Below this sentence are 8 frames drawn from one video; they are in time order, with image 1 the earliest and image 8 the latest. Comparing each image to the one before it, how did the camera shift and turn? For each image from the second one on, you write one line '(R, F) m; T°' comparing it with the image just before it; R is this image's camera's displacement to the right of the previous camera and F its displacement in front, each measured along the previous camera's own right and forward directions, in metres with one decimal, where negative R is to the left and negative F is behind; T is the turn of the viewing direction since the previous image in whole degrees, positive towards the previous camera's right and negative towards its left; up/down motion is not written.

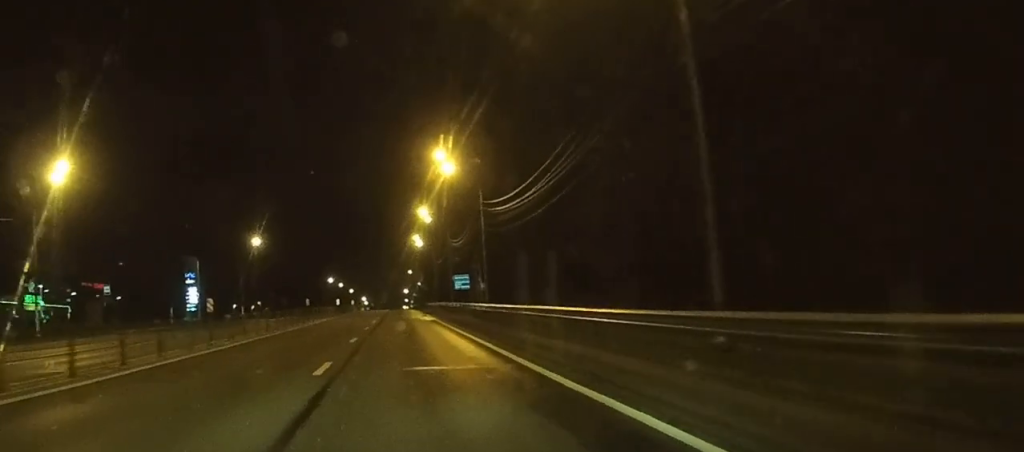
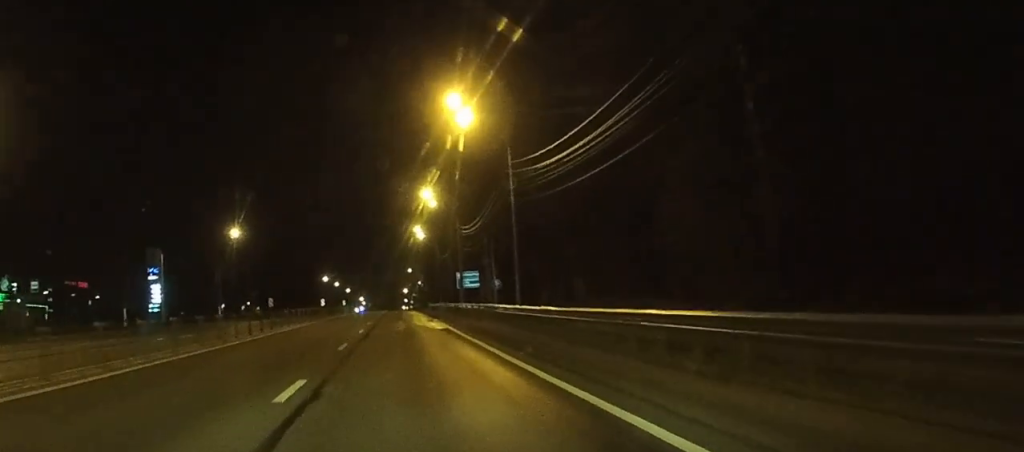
(0.0, +16.4) m; 0°
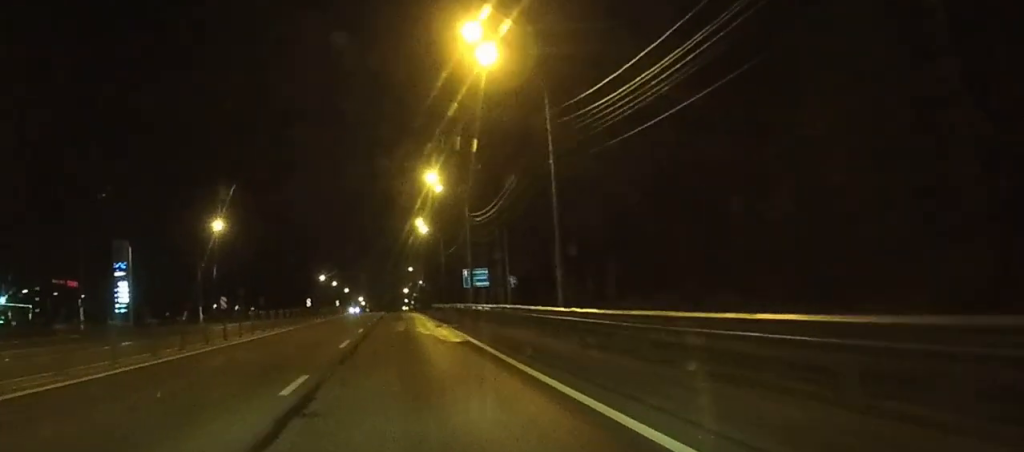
(0.0, +11.6) m; 0°
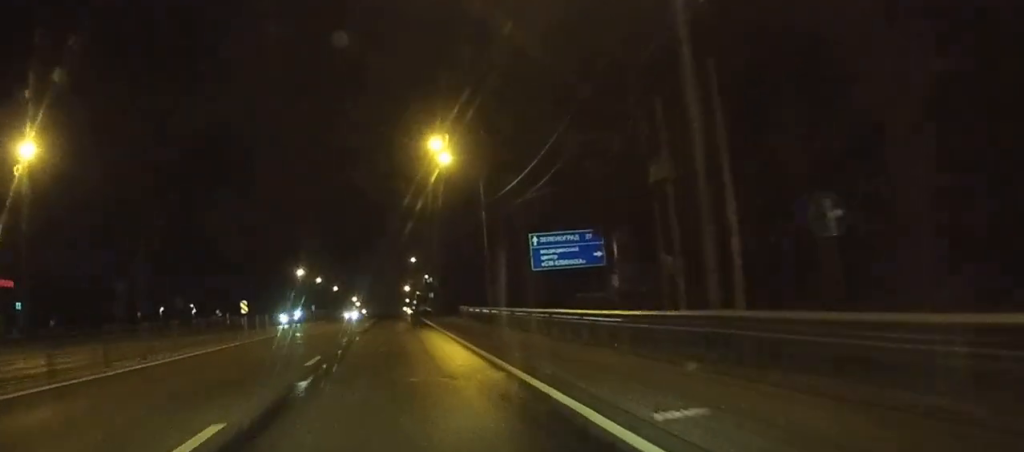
(+0.1, +64.0) m; 0°
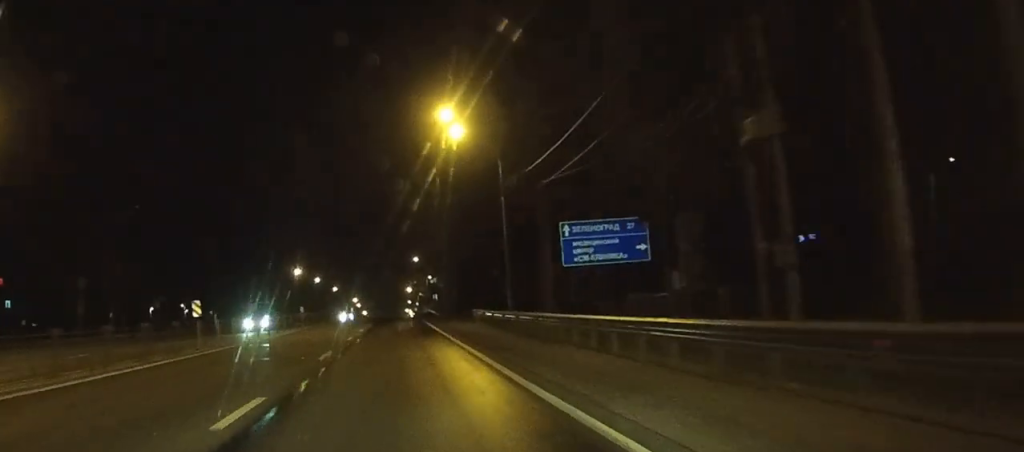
(0.0, +11.7) m; 0°
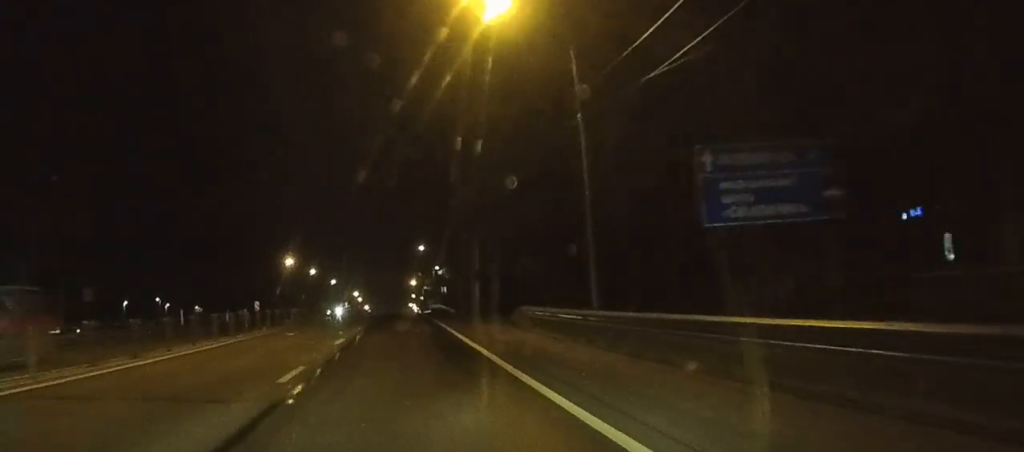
(-0.1, +23.4) m; 0°
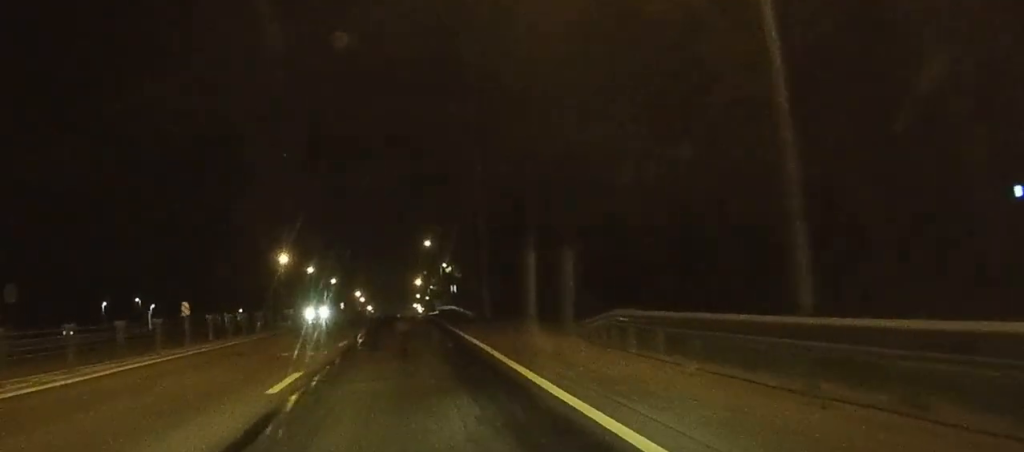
(0.0, +15.4) m; 0°
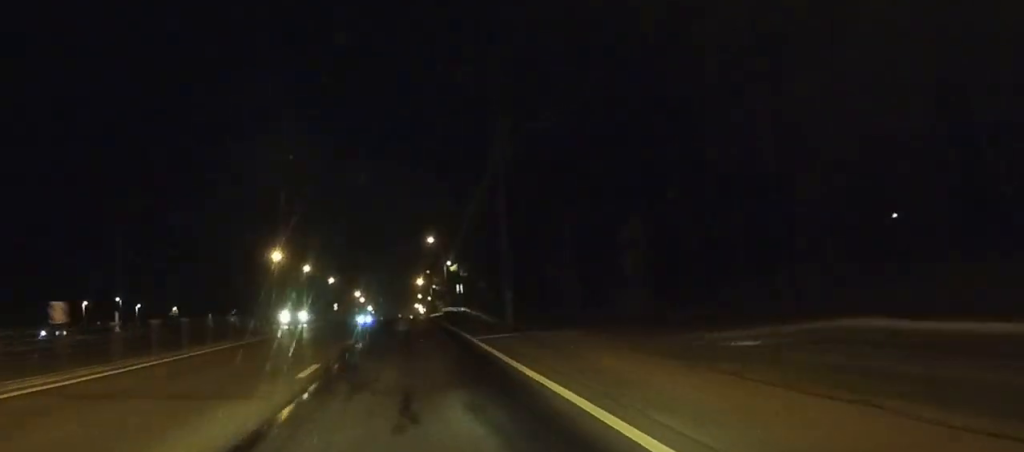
(0.0, +9.8) m; 0°
